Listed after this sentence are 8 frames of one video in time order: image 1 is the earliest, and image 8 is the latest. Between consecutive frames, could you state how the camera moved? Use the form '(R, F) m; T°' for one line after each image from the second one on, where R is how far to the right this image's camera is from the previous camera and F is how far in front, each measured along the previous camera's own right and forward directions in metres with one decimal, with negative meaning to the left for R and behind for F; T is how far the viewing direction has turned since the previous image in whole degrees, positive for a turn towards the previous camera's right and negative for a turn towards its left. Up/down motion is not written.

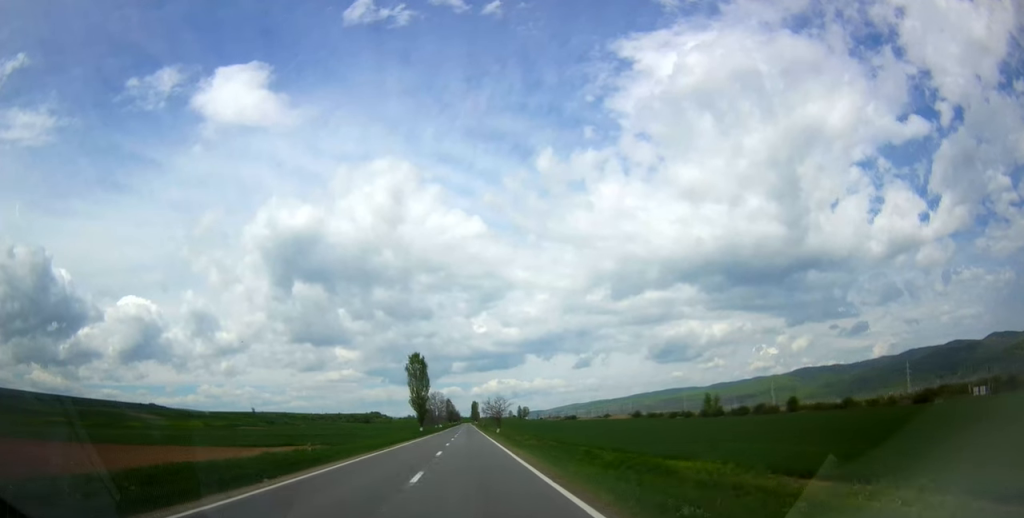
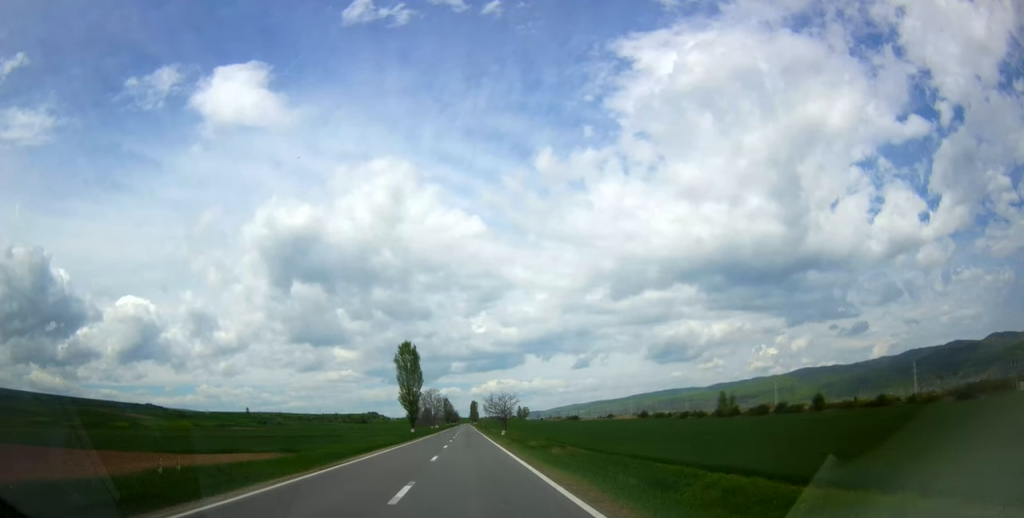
(+0.6, +15.5) m; 0°
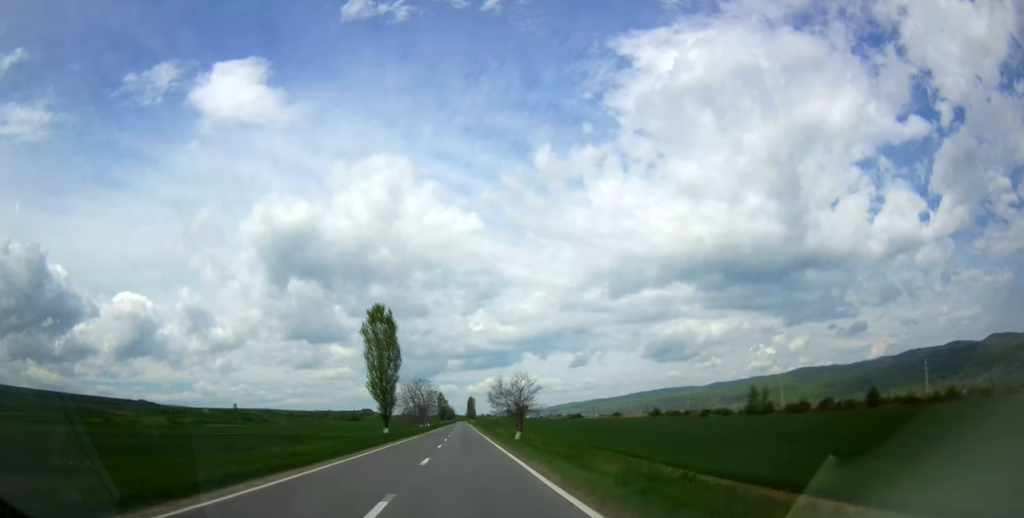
(-0.6, +27.5) m; -1°
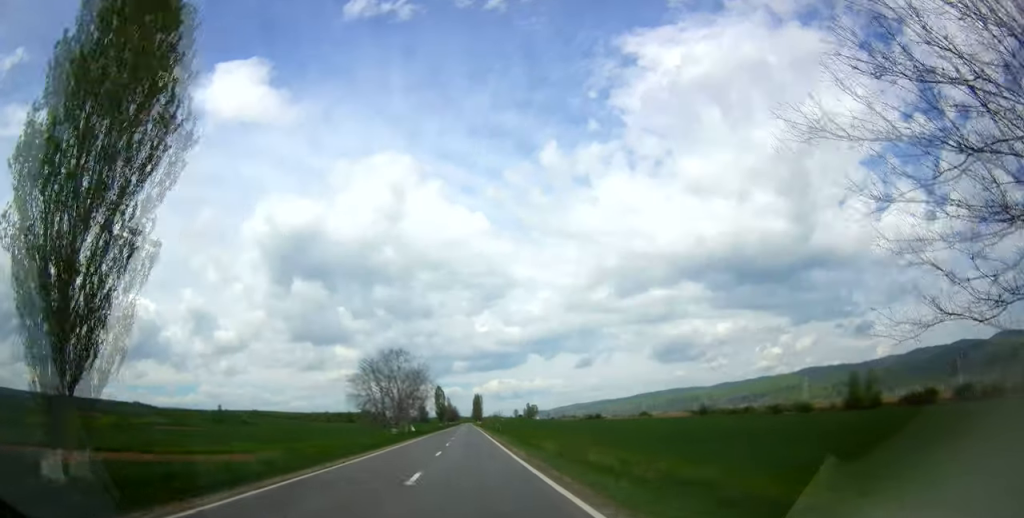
(0.0, +54.7) m; 0°
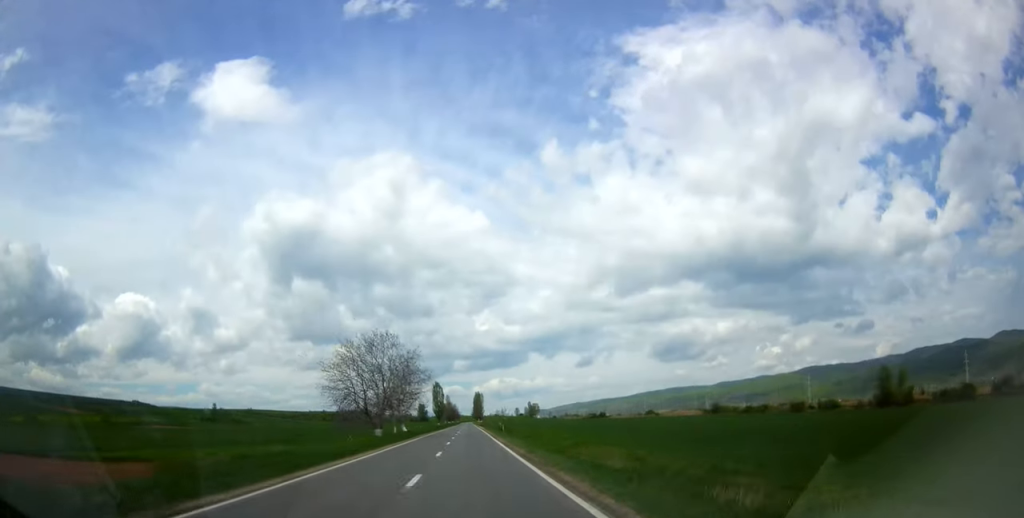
(0.0, +13.1) m; 0°
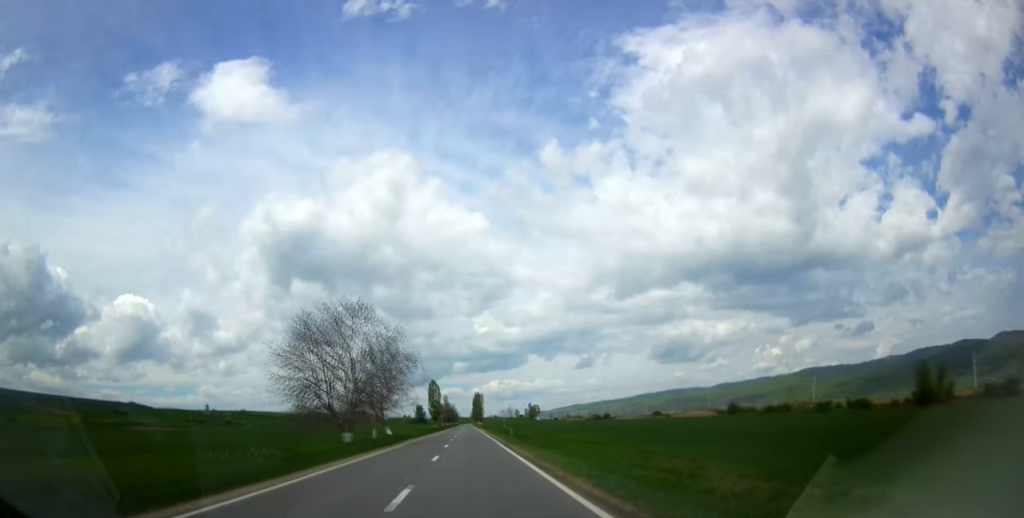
(+0.1, +15.2) m; 0°
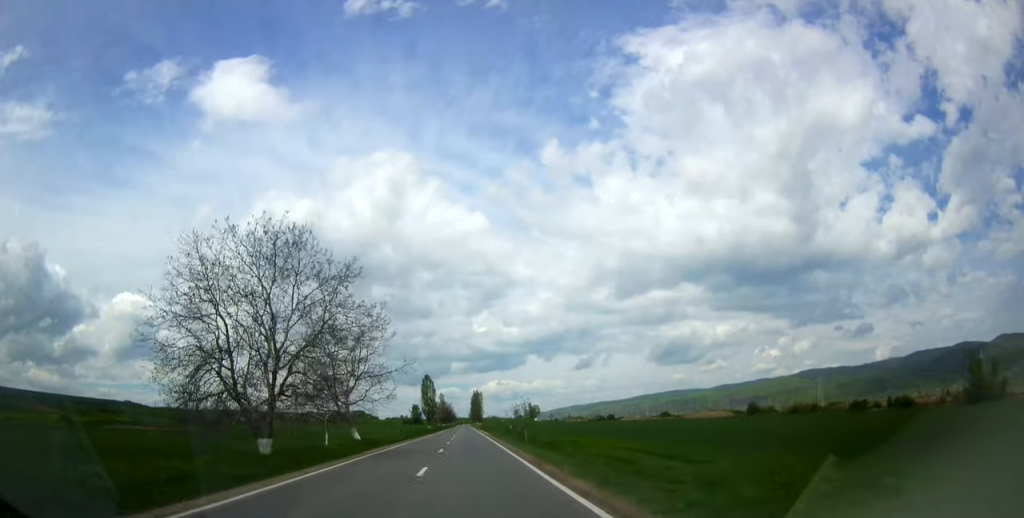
(0.0, +18.4) m; 0°
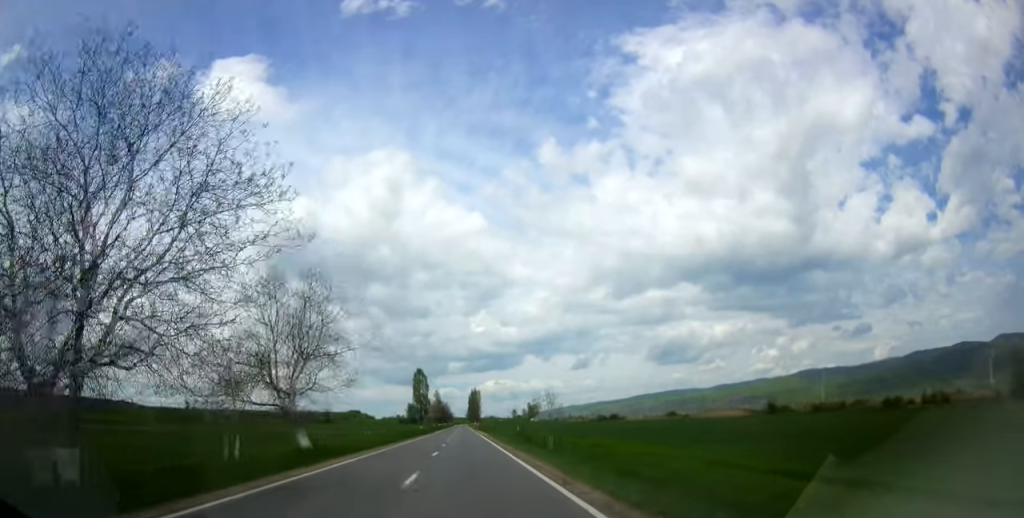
(-0.1, +15.1) m; 0°
